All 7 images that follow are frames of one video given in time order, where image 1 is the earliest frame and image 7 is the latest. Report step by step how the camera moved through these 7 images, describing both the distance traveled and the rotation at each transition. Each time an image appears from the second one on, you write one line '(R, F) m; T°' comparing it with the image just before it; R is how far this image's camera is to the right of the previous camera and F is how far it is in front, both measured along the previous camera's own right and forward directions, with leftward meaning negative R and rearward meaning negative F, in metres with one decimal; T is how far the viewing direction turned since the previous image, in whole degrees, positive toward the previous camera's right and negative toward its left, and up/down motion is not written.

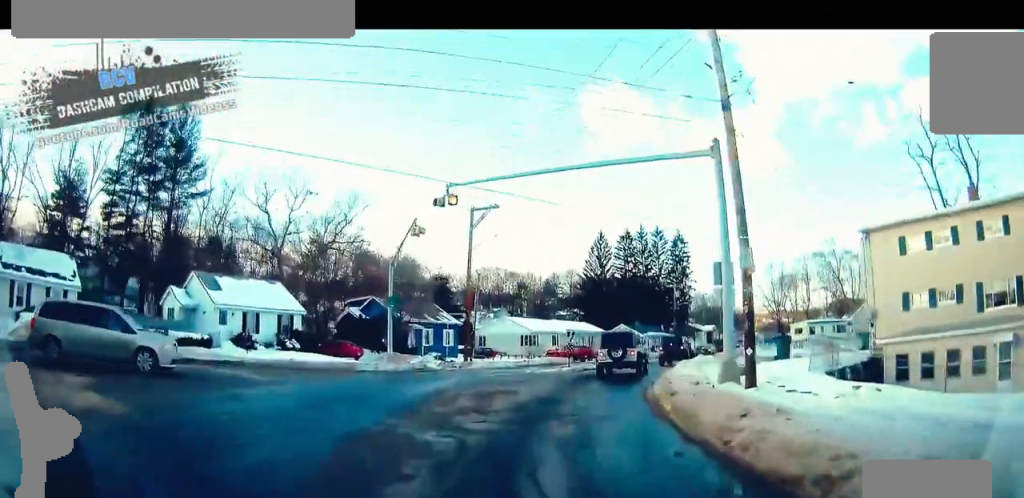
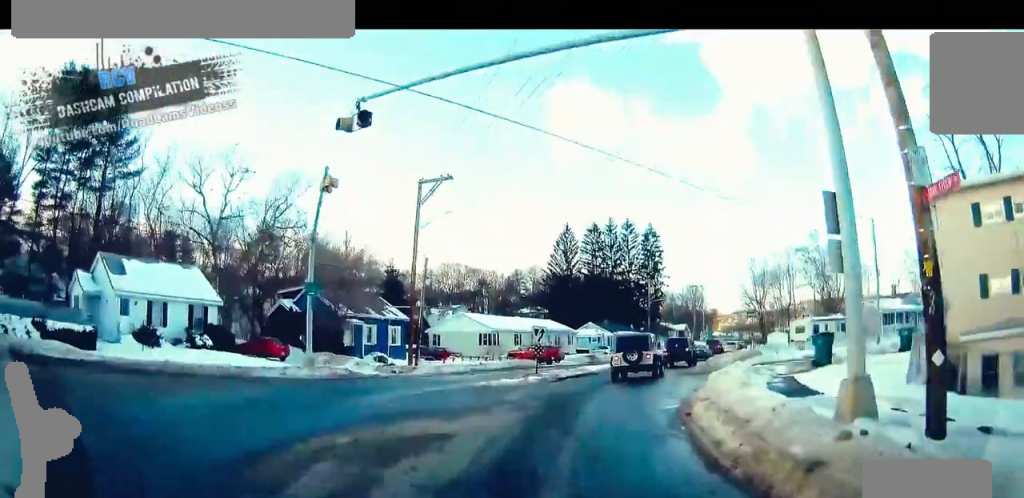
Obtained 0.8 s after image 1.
(+0.4, +7.7) m; +4°
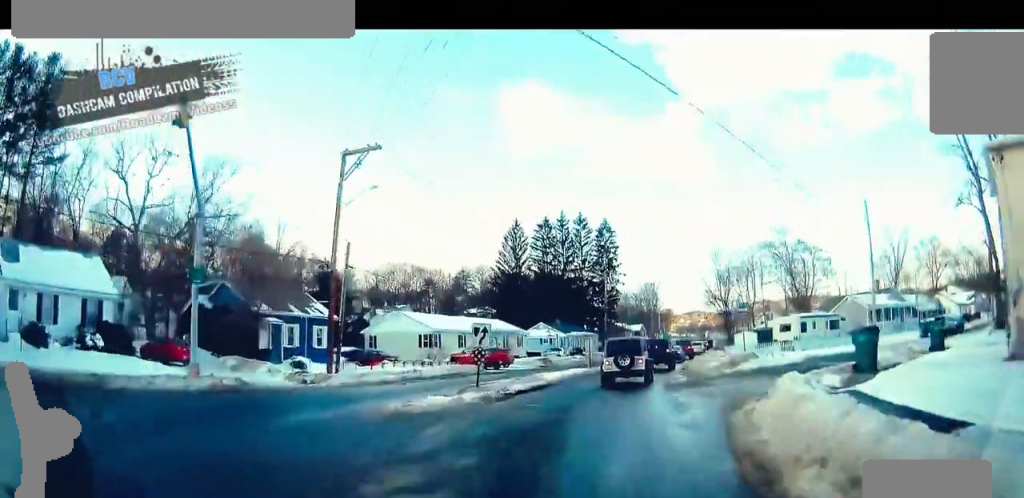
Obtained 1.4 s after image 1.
(+0.2, +6.1) m; +3°
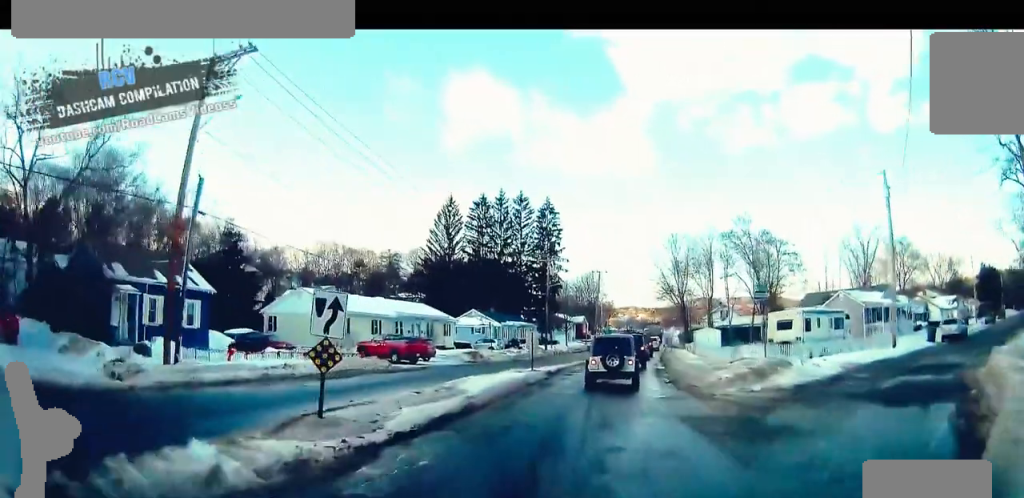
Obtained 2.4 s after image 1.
(+0.4, +9.2) m; +5°
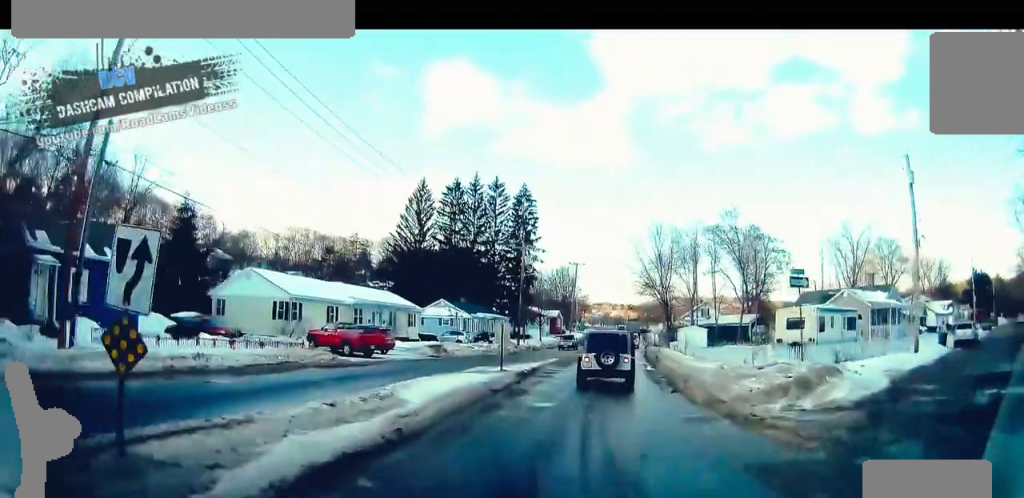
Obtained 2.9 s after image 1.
(-0.1, +4.4) m; +4°
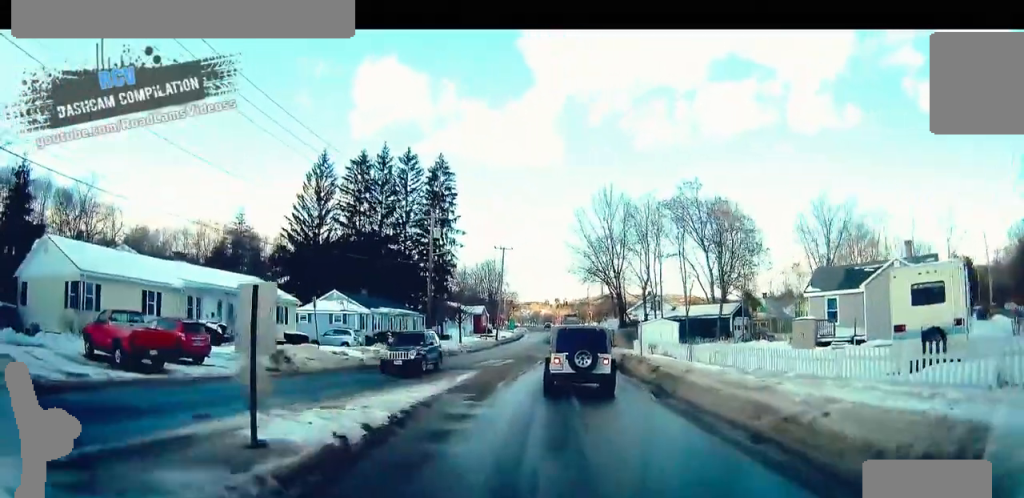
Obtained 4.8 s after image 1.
(+1.3, +14.9) m; +6°
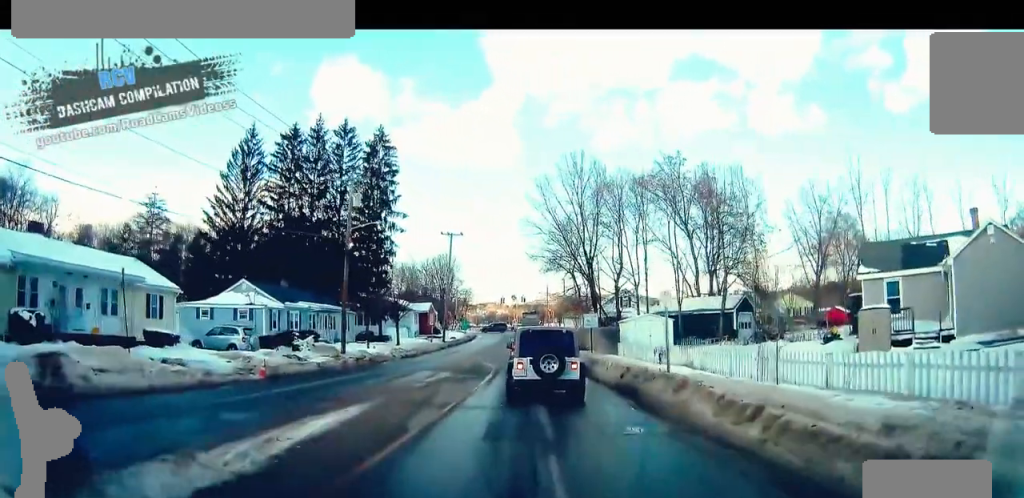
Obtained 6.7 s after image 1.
(+0.8, +11.6) m; +5°
